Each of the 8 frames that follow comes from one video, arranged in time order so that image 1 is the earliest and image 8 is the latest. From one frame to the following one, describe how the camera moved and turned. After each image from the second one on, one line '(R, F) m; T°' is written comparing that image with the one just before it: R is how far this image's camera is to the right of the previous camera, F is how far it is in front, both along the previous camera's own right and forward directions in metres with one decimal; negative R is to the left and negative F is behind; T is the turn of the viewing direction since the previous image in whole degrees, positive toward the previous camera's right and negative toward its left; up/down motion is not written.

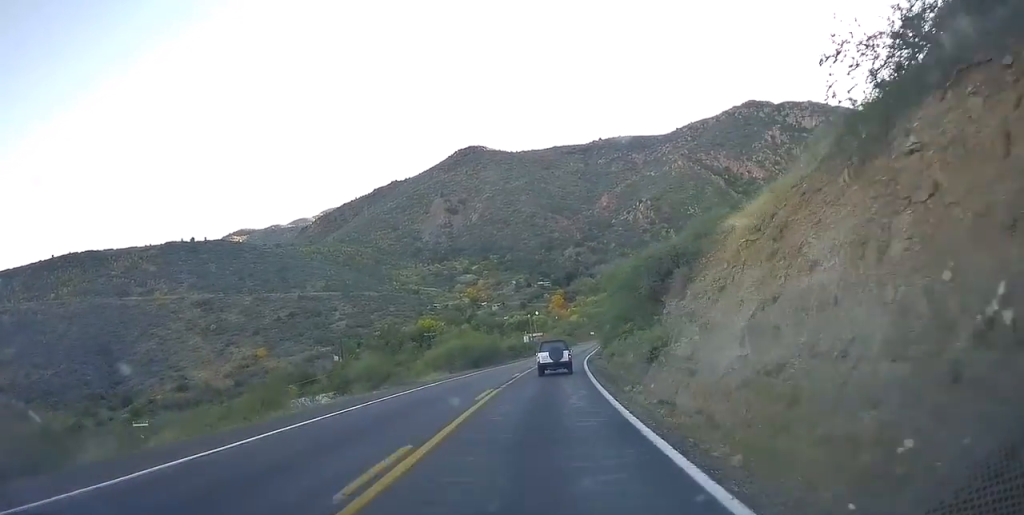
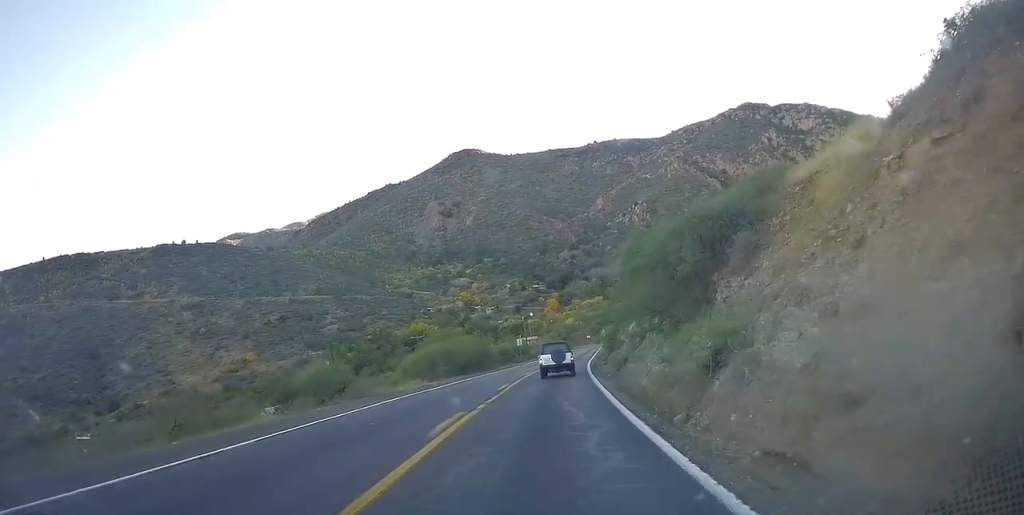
(-0.1, +6.8) m; 0°
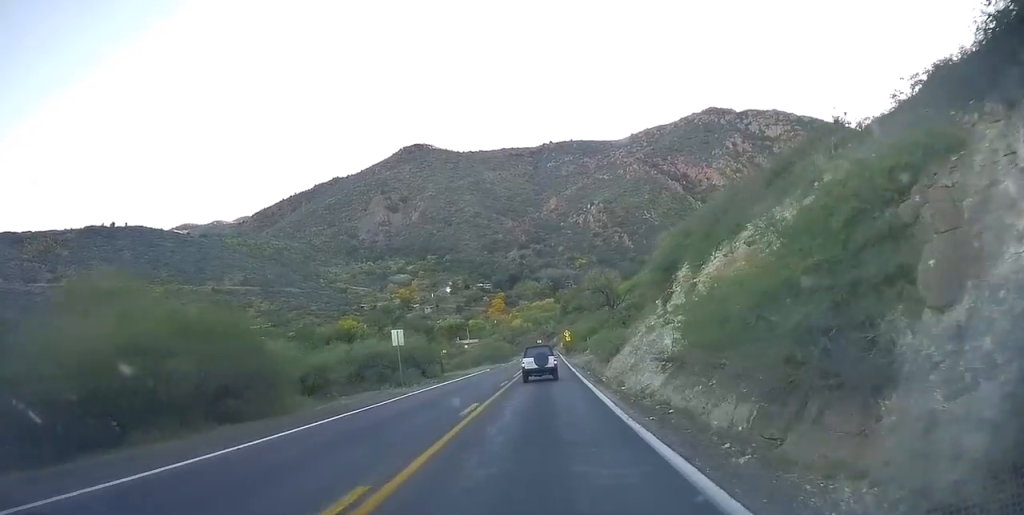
(+1.4, +42.7) m; +3°
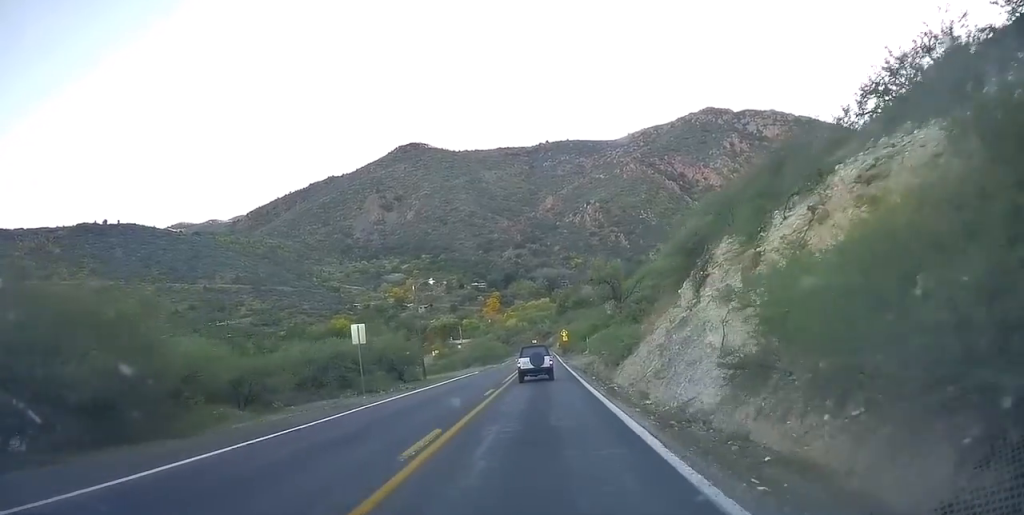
(-0.1, +5.8) m; +1°
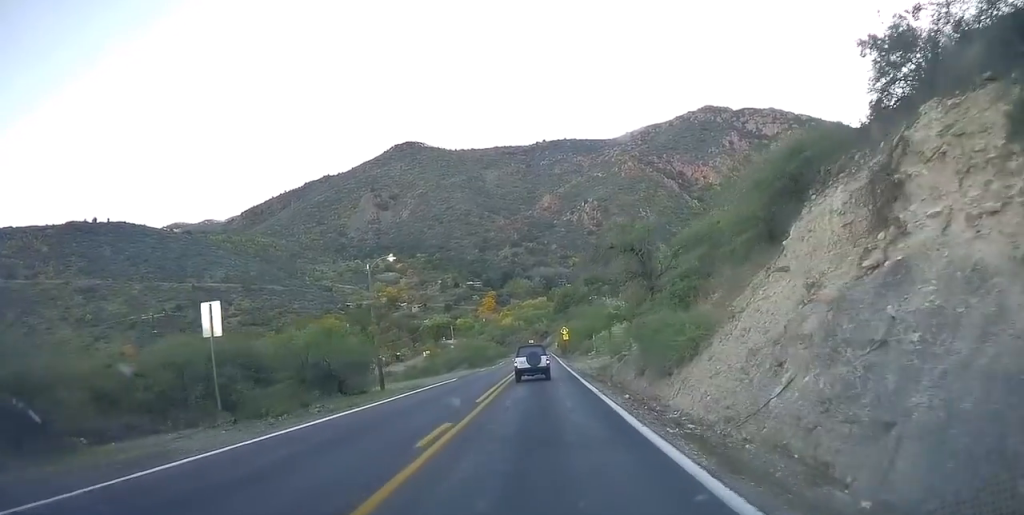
(-0.1, +11.1) m; +2°
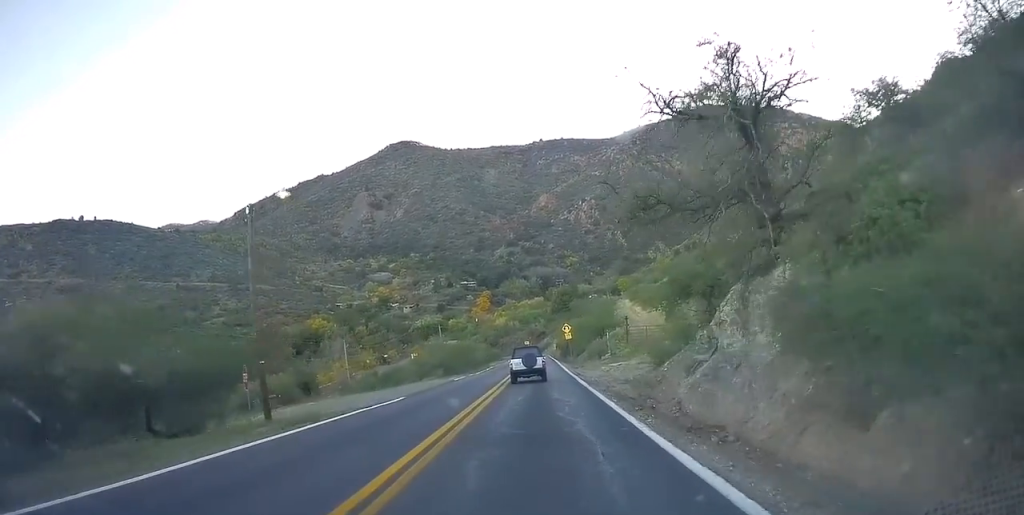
(+0.6, +14.0) m; +3°
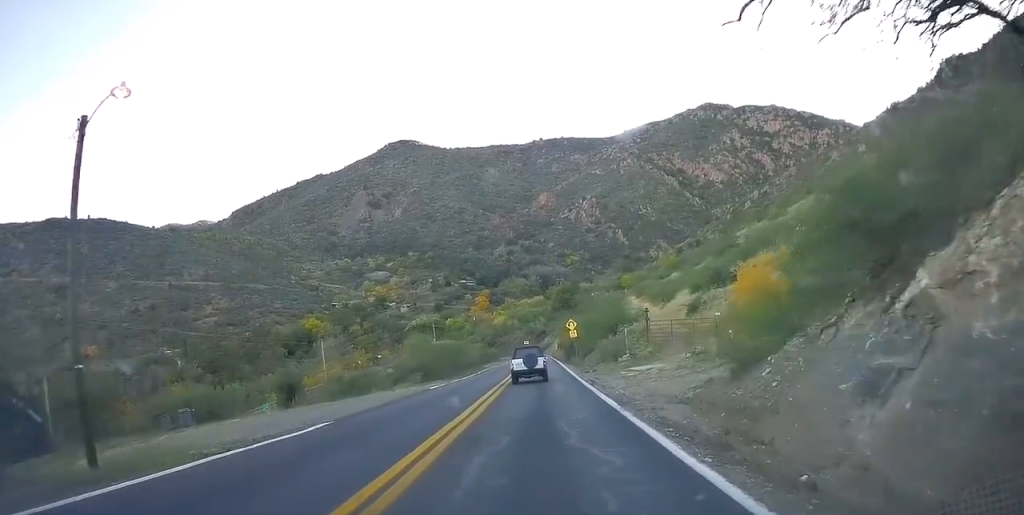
(+0.1, +8.8) m; -1°
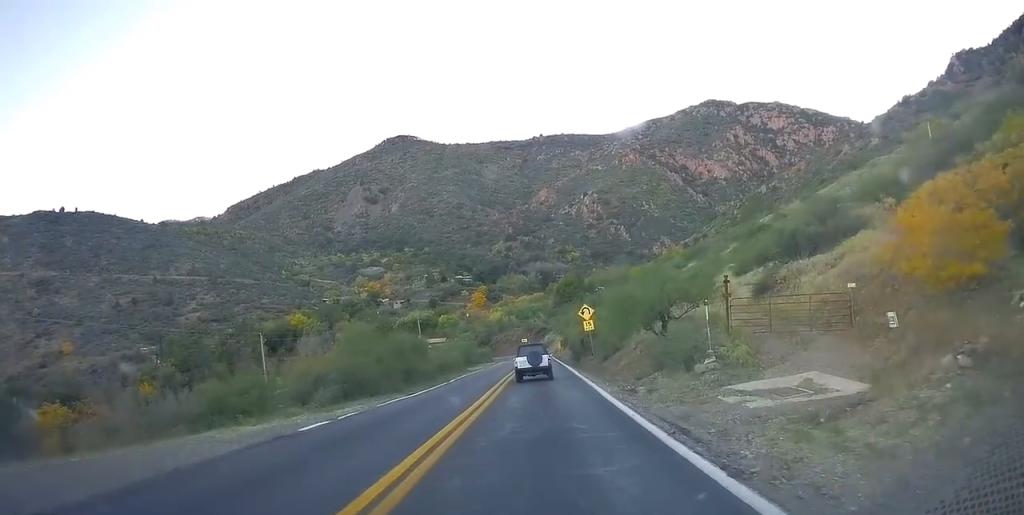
(-0.3, +16.7) m; -1°
